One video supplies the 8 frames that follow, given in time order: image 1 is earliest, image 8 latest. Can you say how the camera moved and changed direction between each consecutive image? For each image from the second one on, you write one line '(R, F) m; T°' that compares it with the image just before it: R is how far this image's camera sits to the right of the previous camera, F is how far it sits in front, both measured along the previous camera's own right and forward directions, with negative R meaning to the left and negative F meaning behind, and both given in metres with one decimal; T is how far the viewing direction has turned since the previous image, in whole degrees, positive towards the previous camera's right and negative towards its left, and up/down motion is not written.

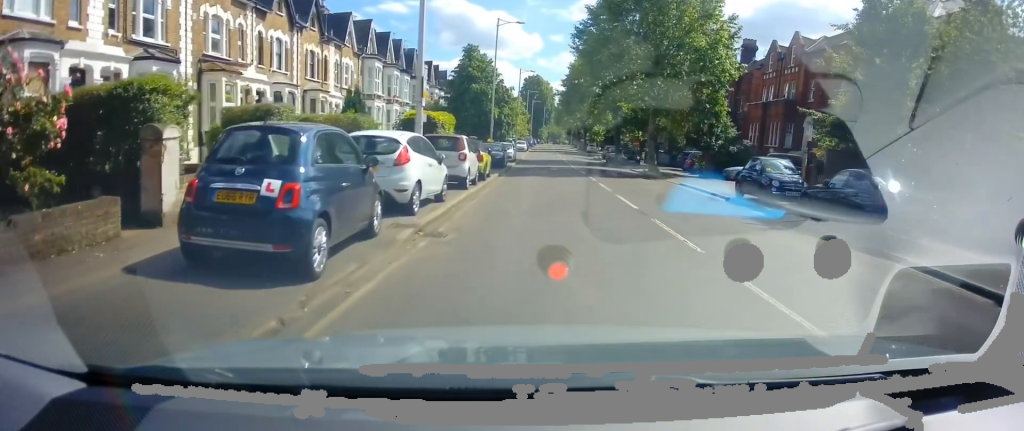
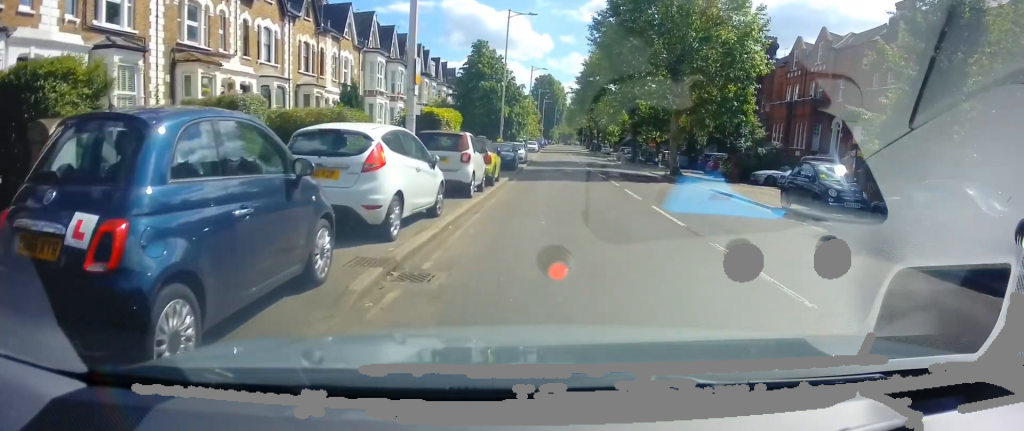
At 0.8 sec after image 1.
(0.0, +3.2) m; -2°
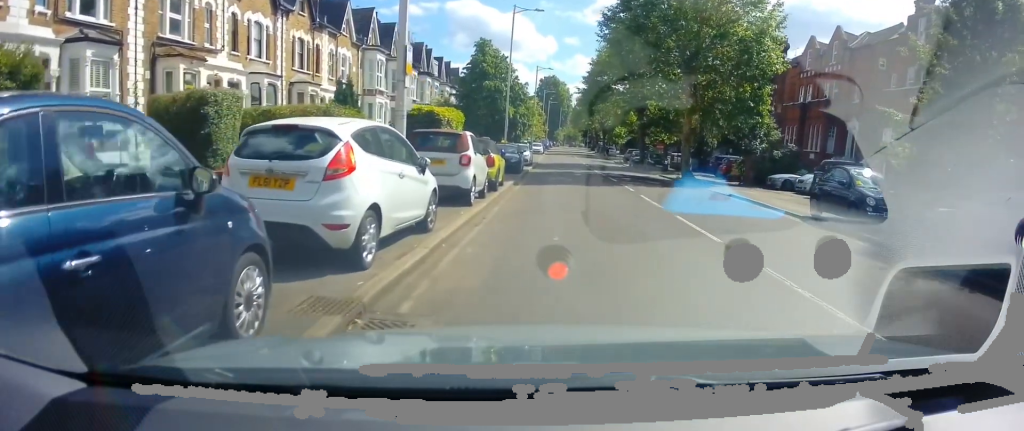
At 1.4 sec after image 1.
(0.0, +1.8) m; 0°
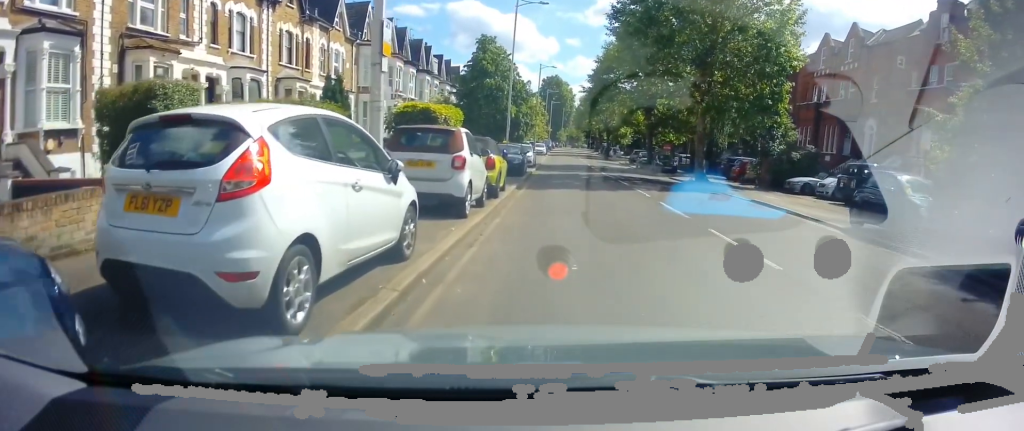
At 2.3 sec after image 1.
(-0.1, +2.3) m; +2°
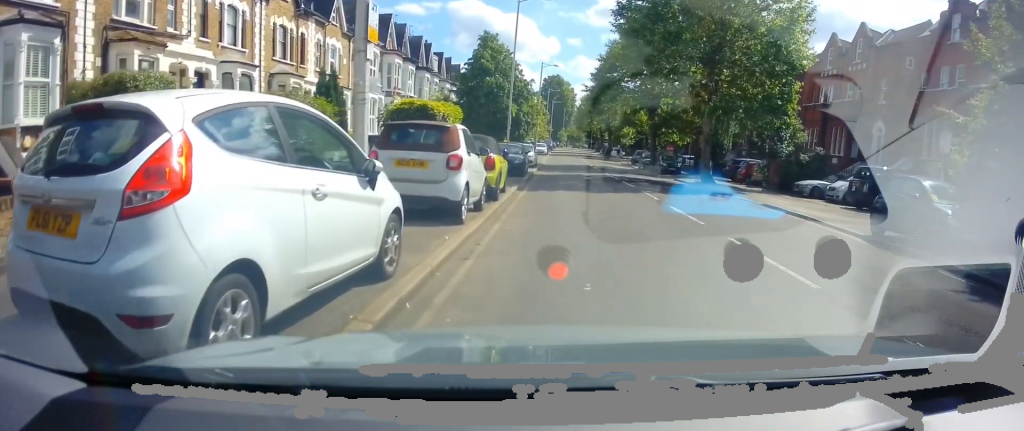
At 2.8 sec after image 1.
(+0.1, +1.1) m; +1°
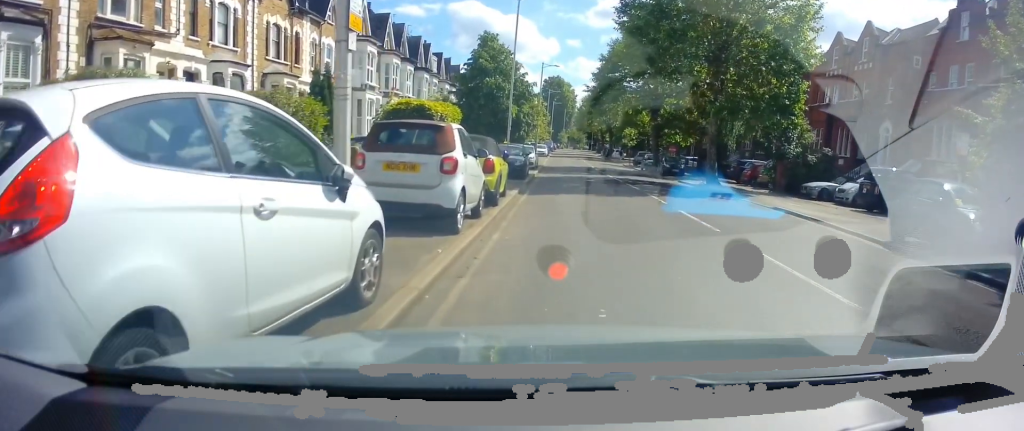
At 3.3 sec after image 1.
(0.0, +1.0) m; +1°
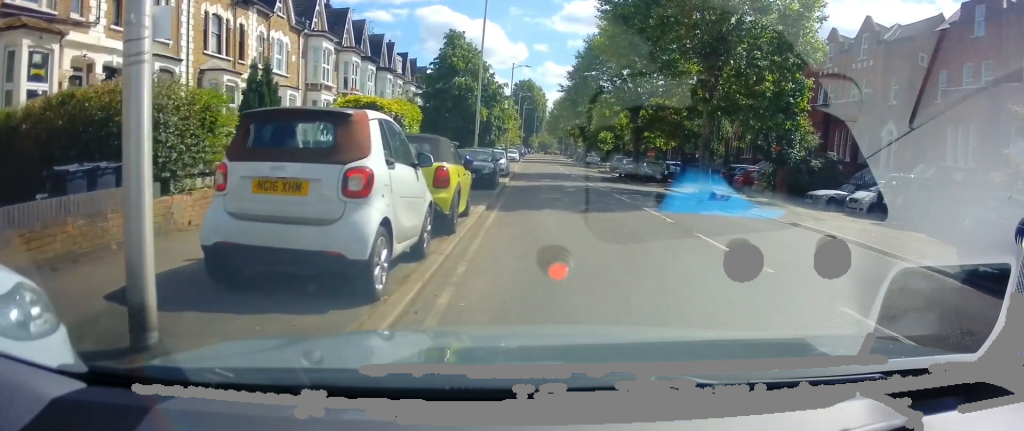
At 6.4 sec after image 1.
(0.0, +3.6) m; 0°
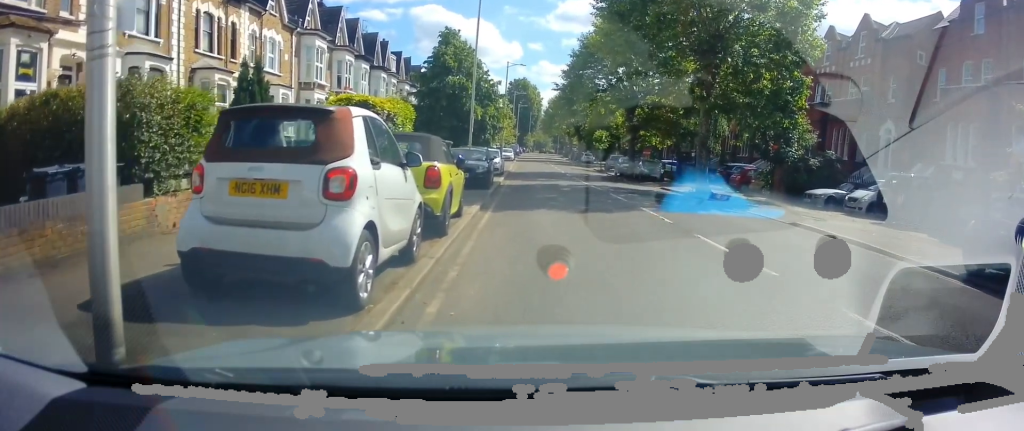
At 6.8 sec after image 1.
(-0.1, +0.3) m; 0°
